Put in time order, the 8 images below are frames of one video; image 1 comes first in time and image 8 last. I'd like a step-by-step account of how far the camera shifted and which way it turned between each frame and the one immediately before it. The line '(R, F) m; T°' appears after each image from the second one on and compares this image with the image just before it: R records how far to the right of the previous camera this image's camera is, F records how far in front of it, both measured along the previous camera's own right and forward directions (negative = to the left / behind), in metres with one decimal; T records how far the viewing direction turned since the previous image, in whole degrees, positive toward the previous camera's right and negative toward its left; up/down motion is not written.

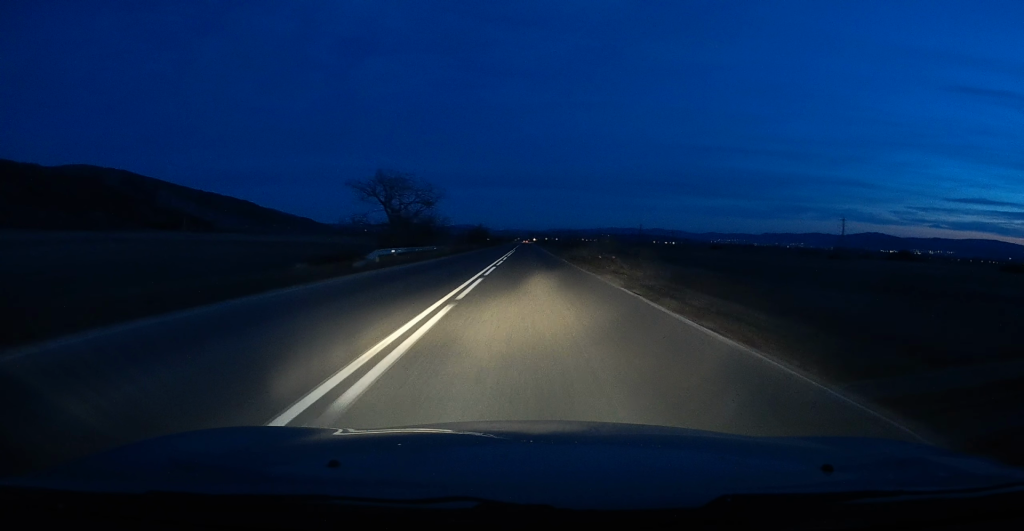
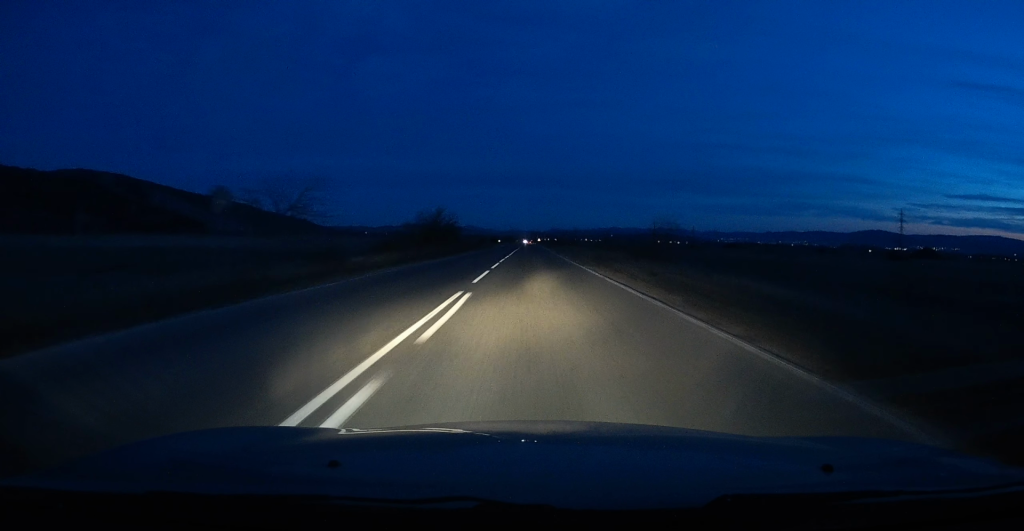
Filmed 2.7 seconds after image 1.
(+0.3, +59.2) m; 0°
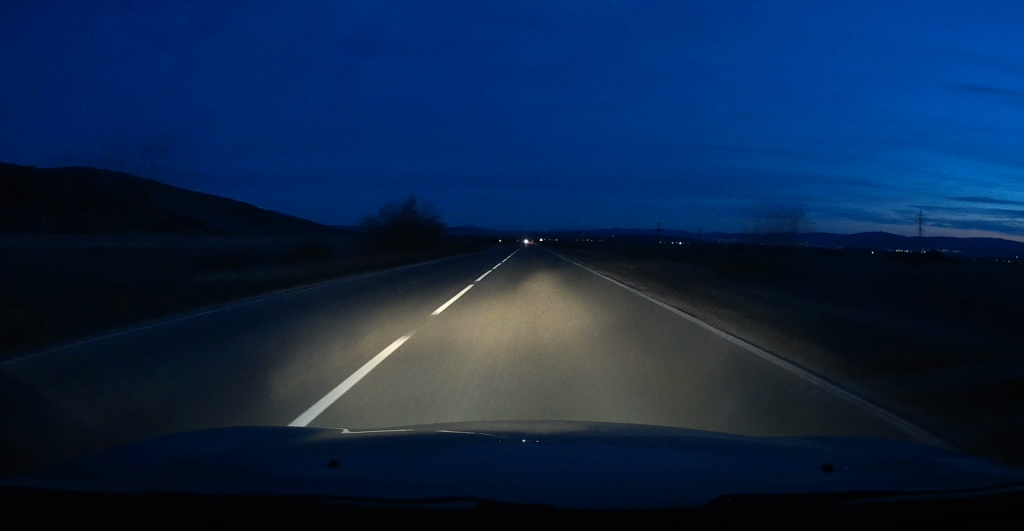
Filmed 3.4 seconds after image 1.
(0.0, +15.5) m; 0°
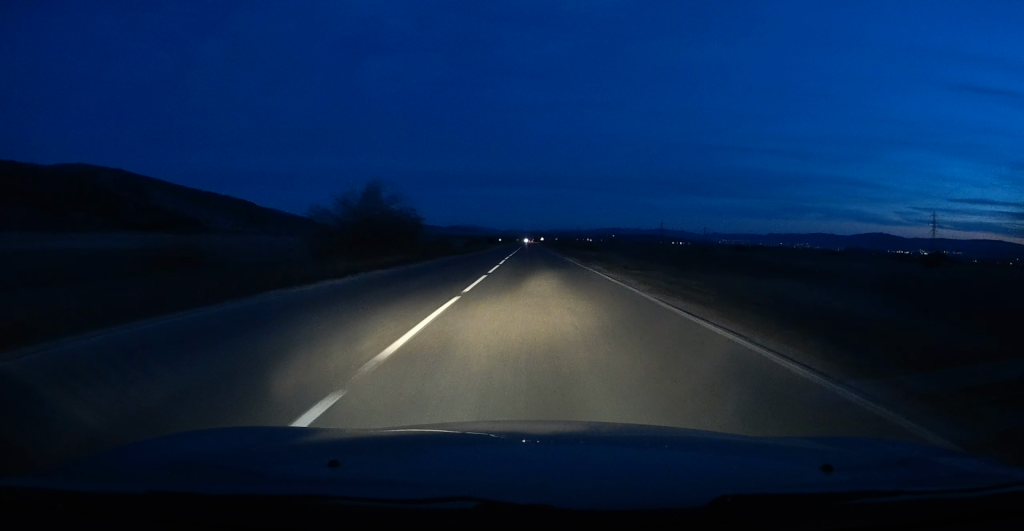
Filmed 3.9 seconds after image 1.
(0.0, +11.2) m; 0°
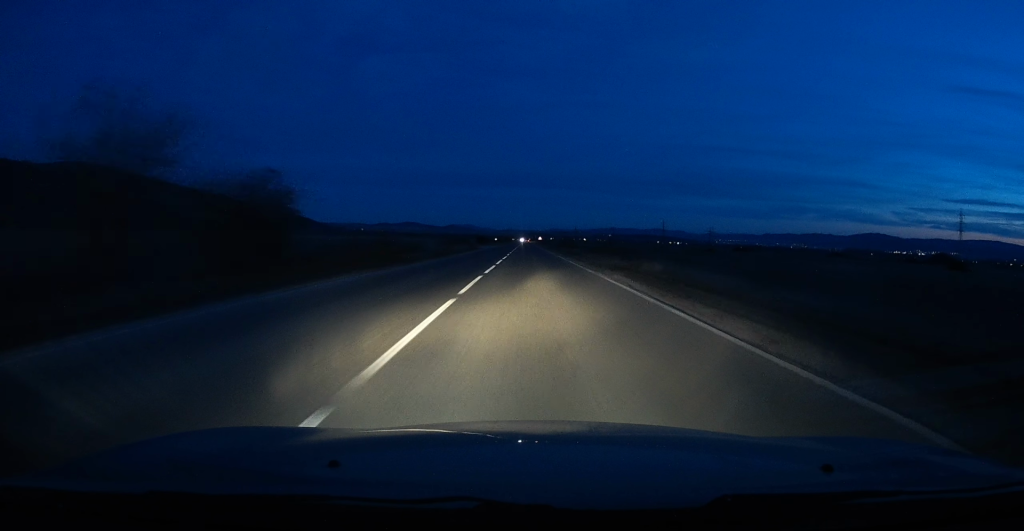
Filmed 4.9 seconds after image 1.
(-0.1, +23.1) m; 0°
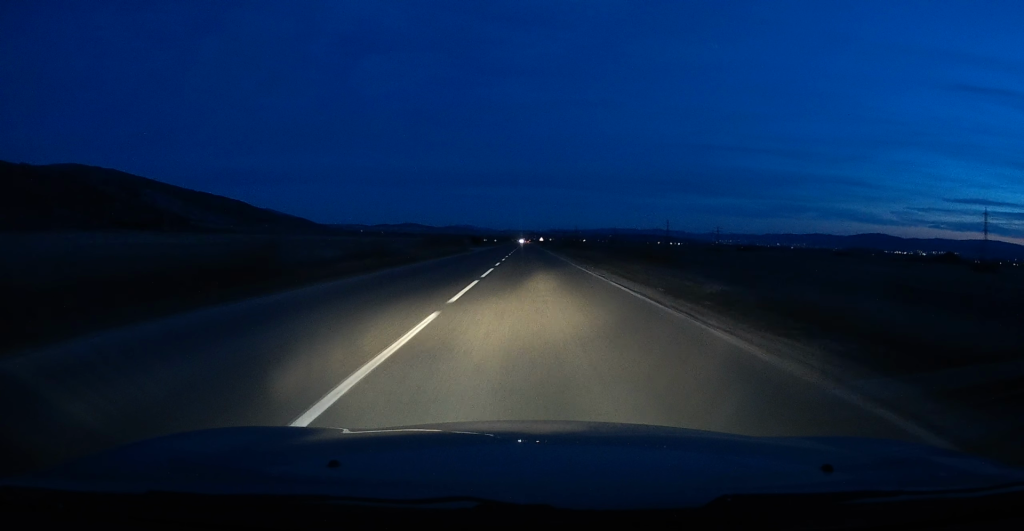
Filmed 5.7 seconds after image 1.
(0.0, +17.2) m; 0°
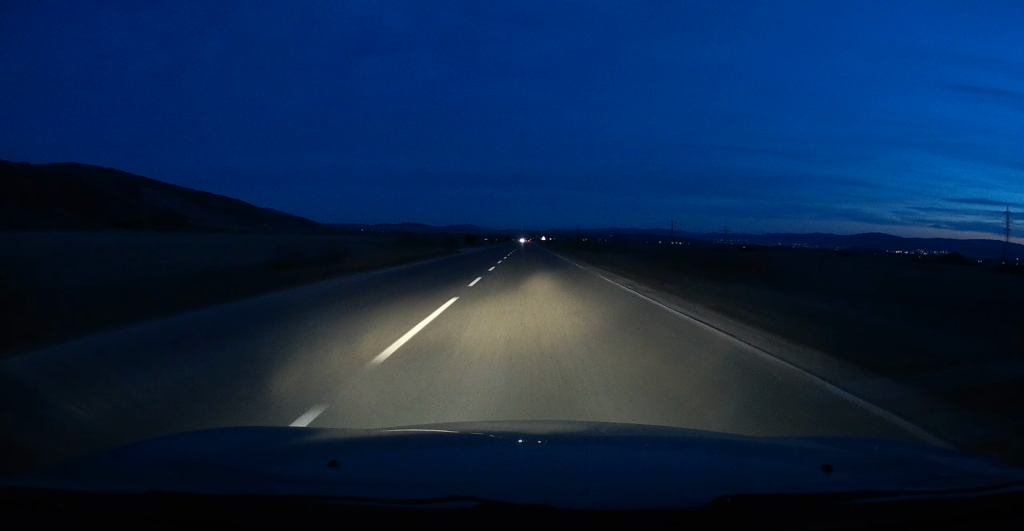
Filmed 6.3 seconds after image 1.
(0.0, +13.4) m; 0°
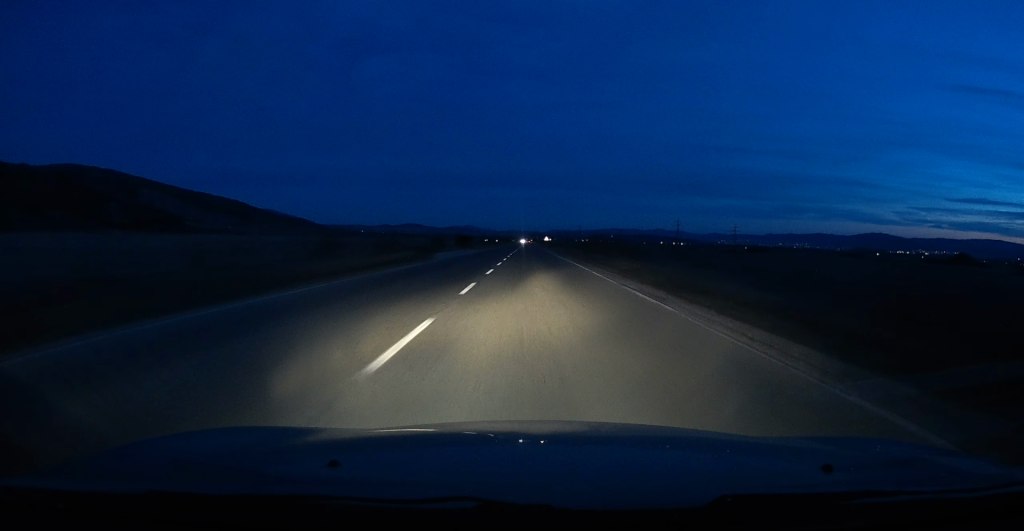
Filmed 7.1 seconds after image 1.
(+0.1, +17.2) m; 0°
